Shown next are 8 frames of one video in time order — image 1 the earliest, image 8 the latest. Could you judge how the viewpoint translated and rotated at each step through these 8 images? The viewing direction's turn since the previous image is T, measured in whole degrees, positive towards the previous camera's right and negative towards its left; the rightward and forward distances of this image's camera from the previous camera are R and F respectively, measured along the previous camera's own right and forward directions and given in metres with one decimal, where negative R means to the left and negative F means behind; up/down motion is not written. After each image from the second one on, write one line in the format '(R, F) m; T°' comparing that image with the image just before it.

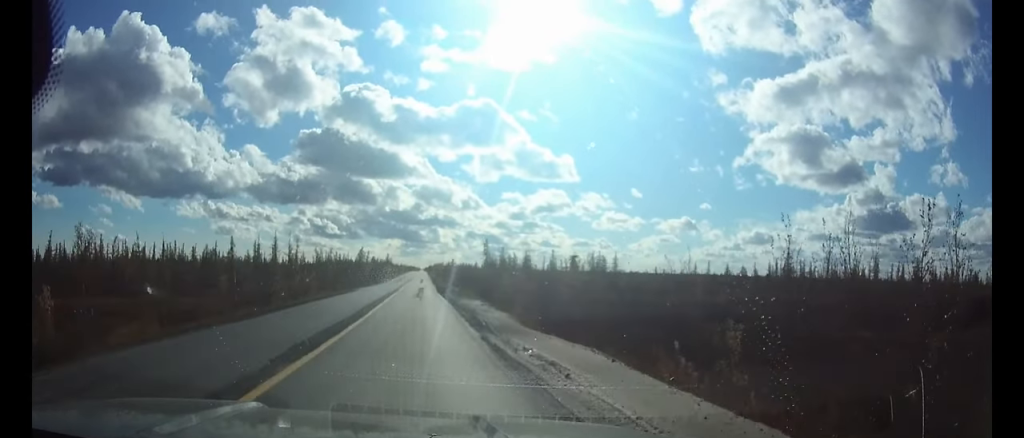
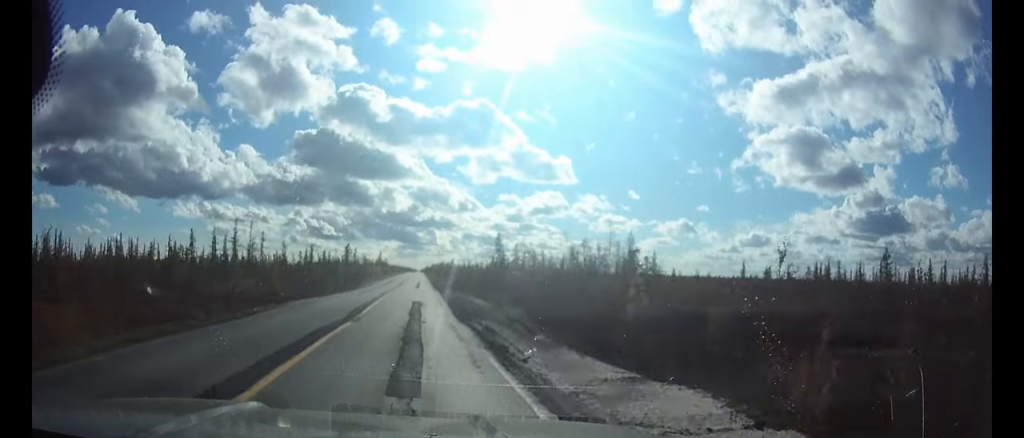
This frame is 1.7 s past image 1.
(0.0, +29.9) m; 0°
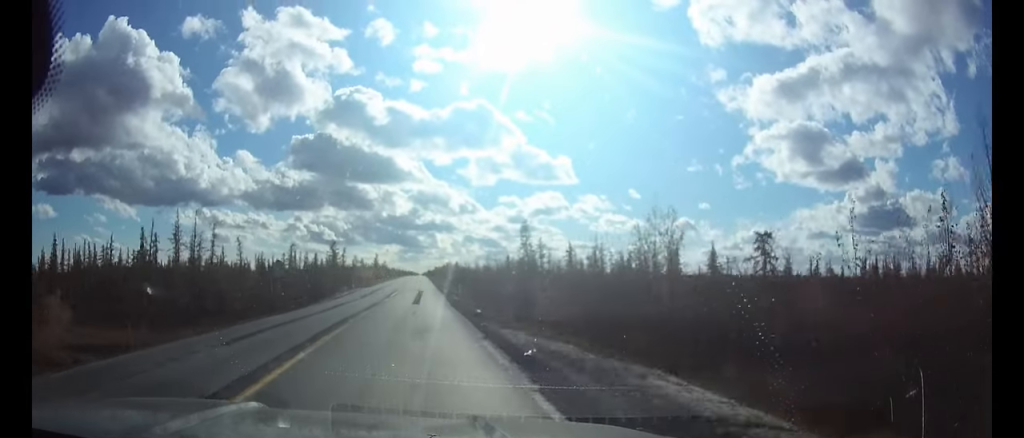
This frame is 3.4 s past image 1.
(0.0, +29.6) m; 0°
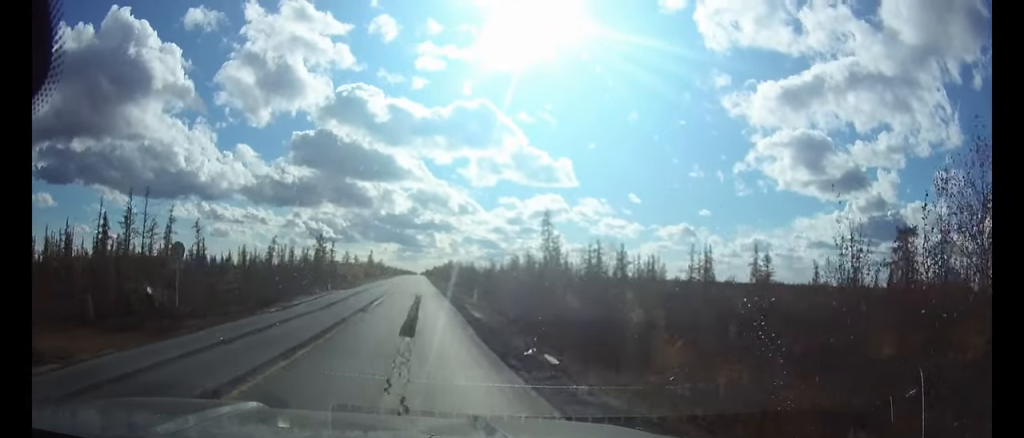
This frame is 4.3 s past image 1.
(0.0, +17.1) m; 0°
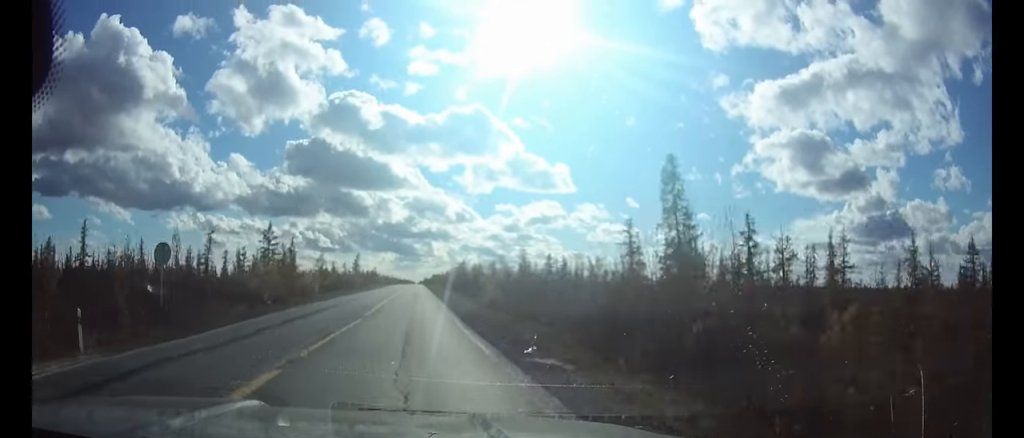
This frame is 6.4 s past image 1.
(+0.1, +39.4) m; 0°
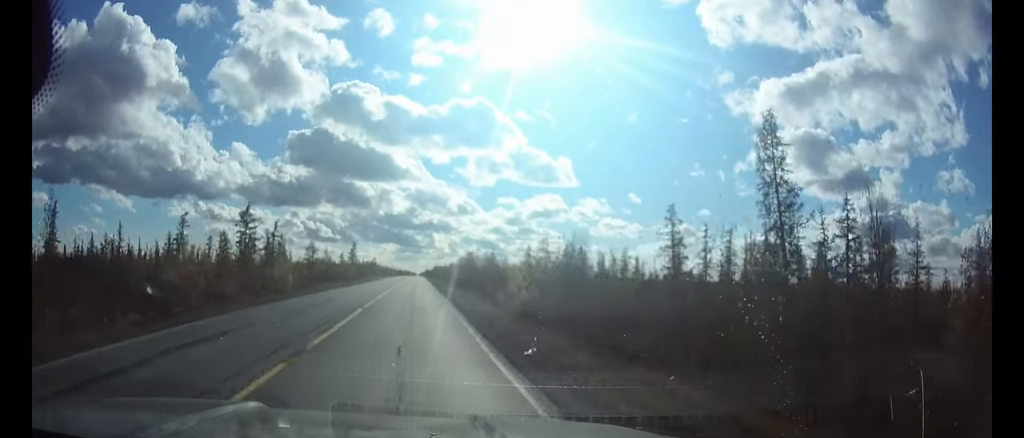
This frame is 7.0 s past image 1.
(0.0, +11.5) m; 0°
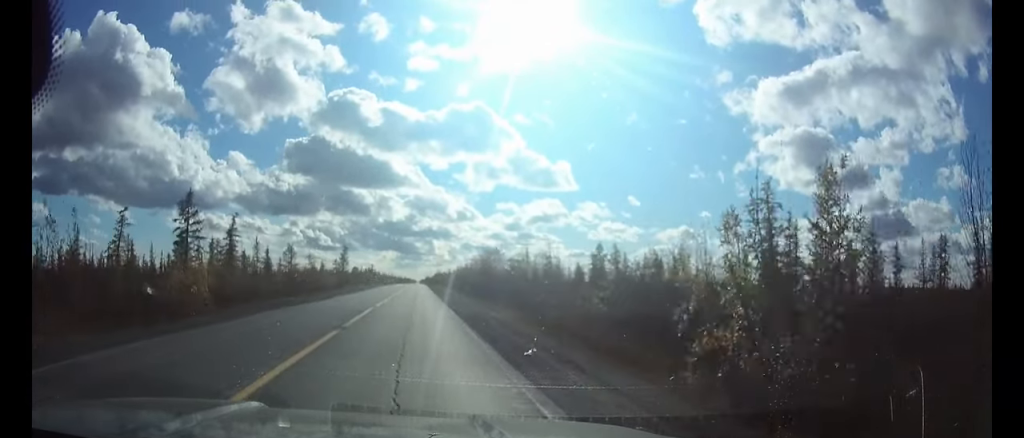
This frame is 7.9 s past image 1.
(0.0, +18.8) m; 0°
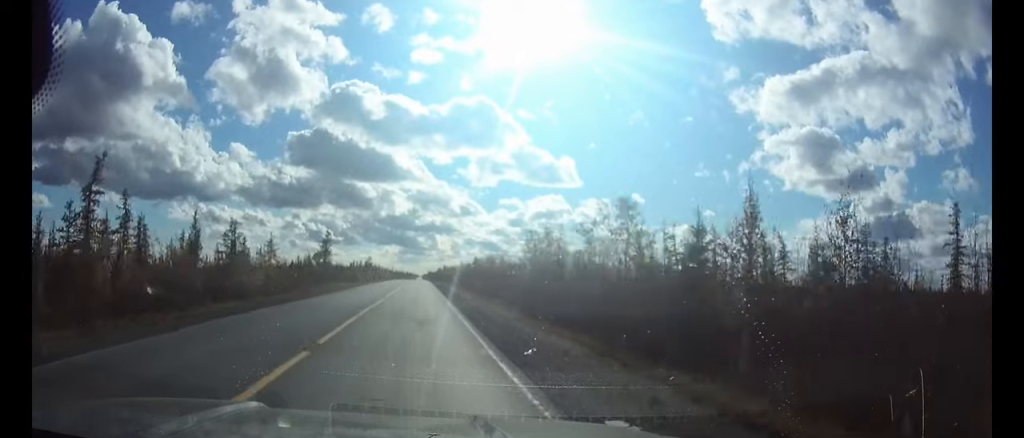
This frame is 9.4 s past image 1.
(0.0, +29.1) m; 0°
